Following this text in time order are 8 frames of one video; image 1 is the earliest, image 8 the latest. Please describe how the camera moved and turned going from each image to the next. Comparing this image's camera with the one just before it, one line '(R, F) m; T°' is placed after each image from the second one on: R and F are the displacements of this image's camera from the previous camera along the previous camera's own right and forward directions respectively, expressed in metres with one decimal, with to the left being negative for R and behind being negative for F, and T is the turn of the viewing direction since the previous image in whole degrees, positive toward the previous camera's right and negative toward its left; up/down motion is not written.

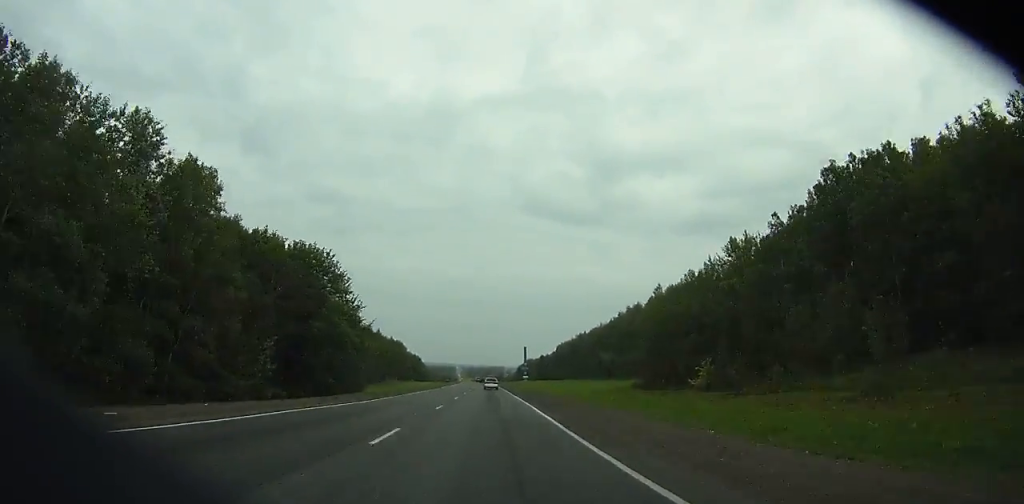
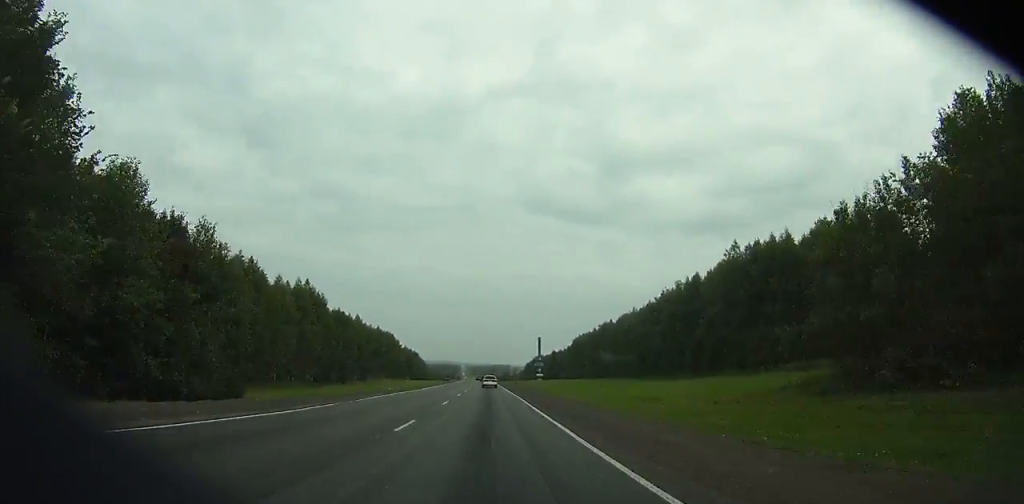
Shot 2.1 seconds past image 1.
(-0.1, +45.8) m; 0°
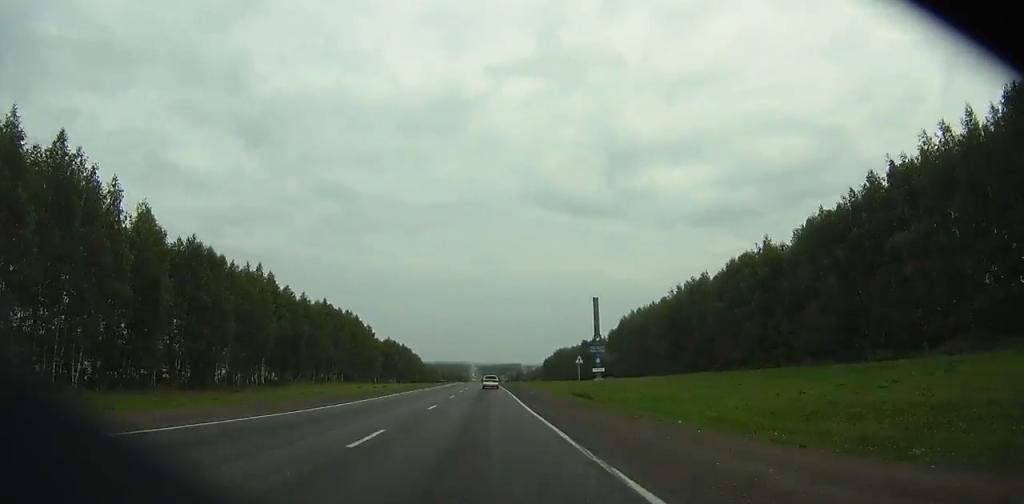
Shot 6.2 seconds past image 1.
(-0.8, +87.2) m; -1°
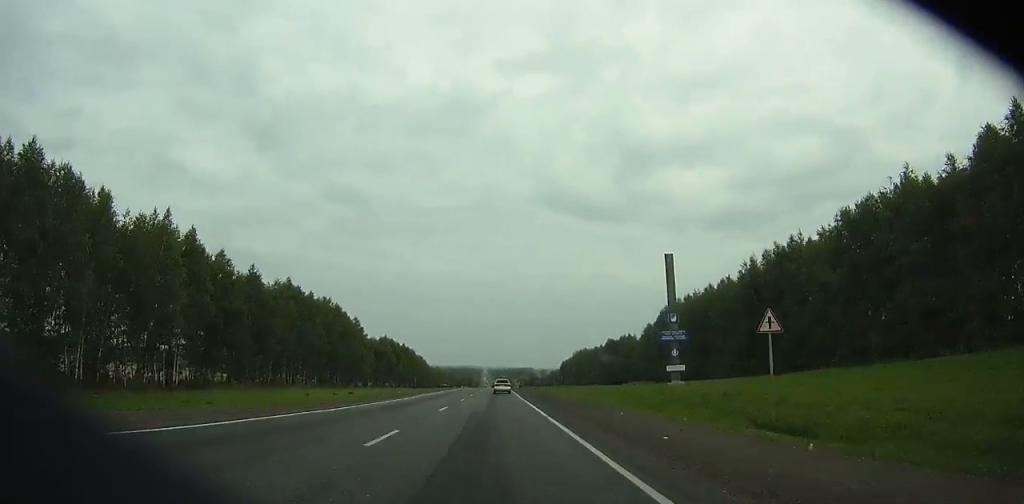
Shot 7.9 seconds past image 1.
(-0.3, +35.2) m; -1°
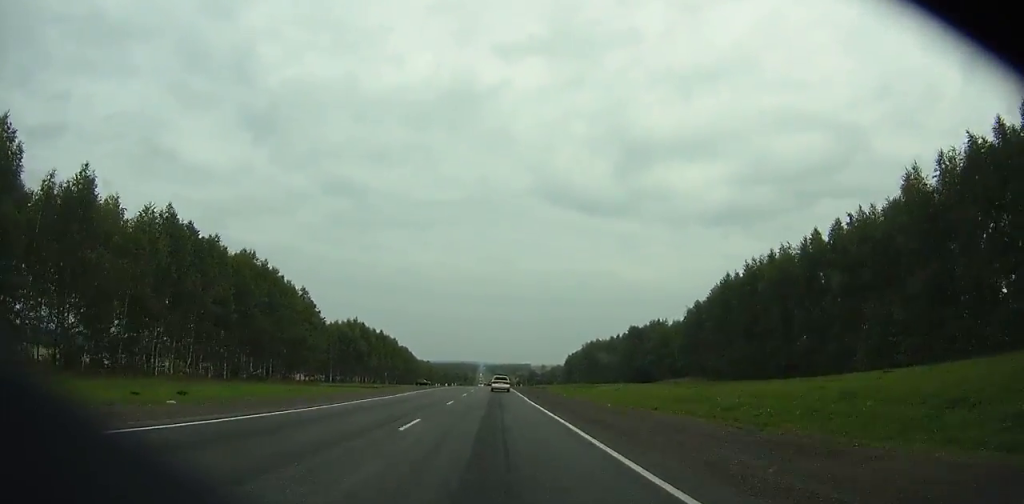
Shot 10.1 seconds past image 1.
(-0.4, +44.9) m; 0°
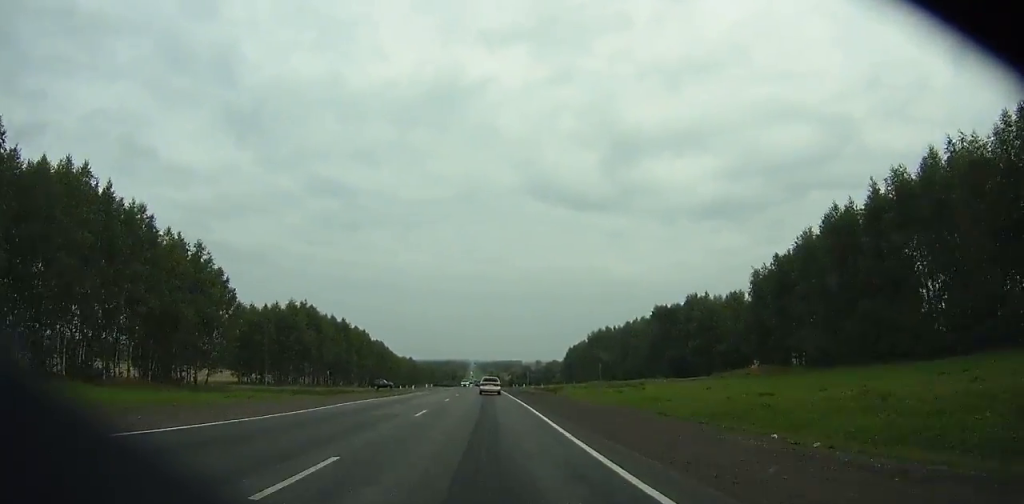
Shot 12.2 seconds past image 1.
(-0.2, +42.2) m; 0°
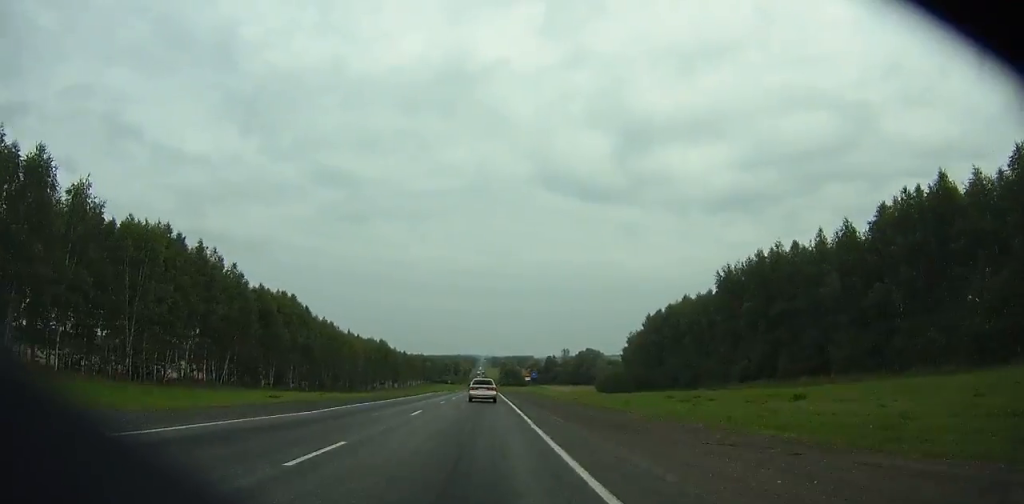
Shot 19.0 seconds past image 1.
(+0.4, +130.6) m; 0°
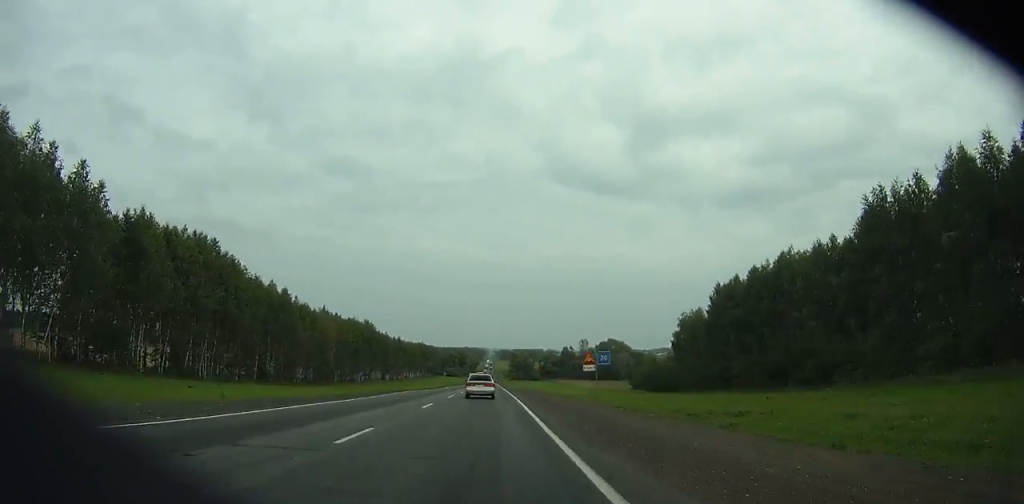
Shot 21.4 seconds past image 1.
(-0.1, +45.0) m; 0°
